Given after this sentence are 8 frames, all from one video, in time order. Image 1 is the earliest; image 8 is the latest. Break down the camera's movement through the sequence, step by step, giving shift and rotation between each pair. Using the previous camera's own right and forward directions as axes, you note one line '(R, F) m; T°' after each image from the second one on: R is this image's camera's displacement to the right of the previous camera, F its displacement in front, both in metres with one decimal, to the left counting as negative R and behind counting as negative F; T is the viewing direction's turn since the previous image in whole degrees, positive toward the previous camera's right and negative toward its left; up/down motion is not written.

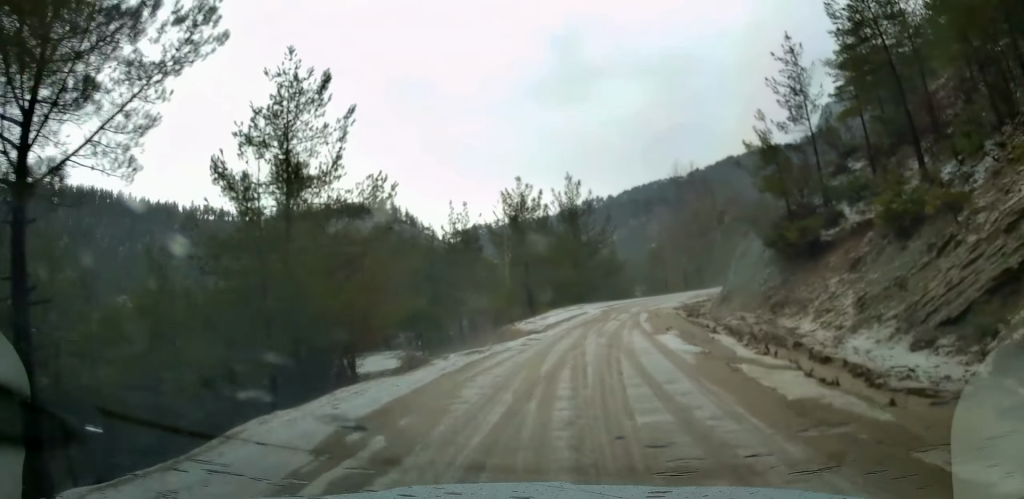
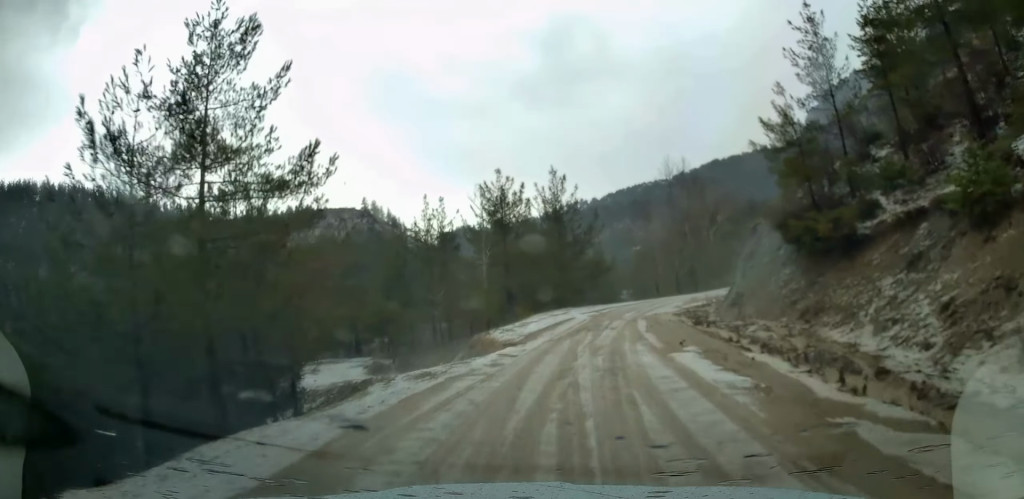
(+0.2, +4.4) m; +2°
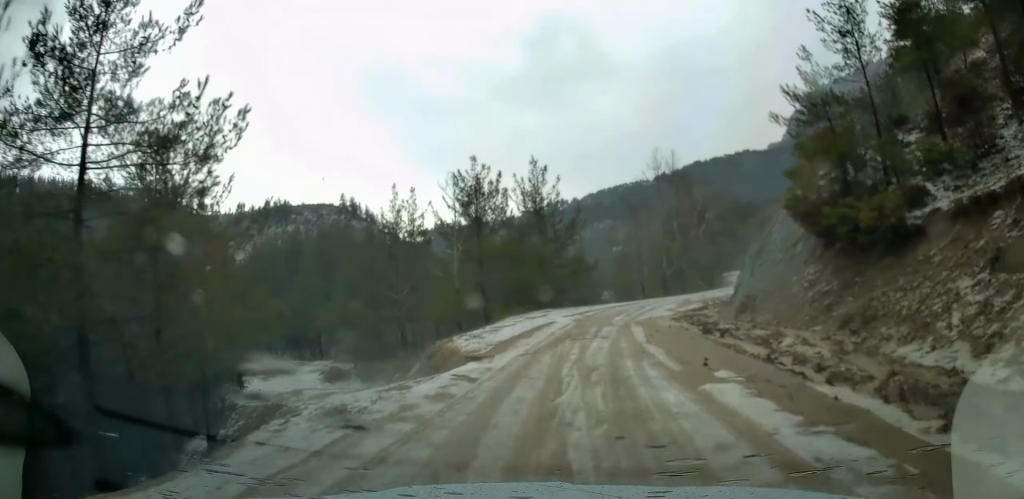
(0.0, +4.2) m; 0°
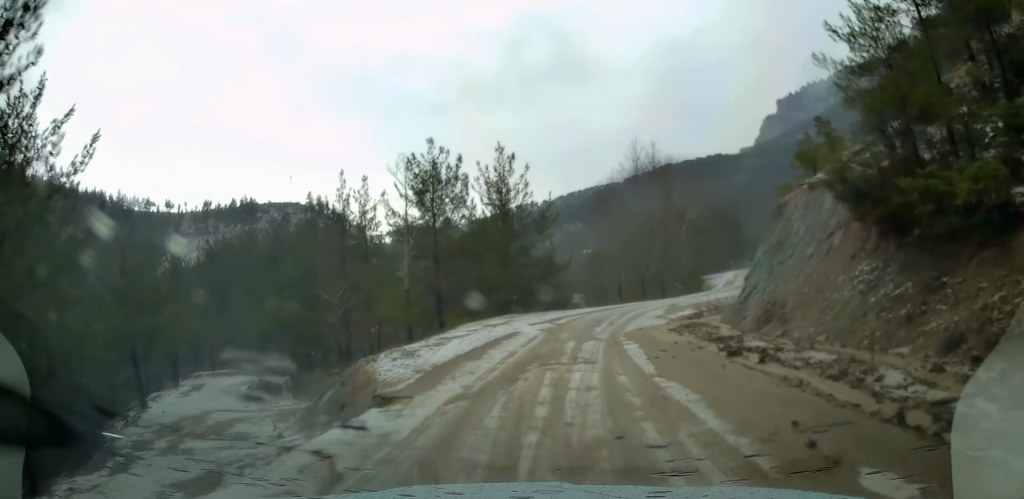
(0.0, +5.6) m; +1°
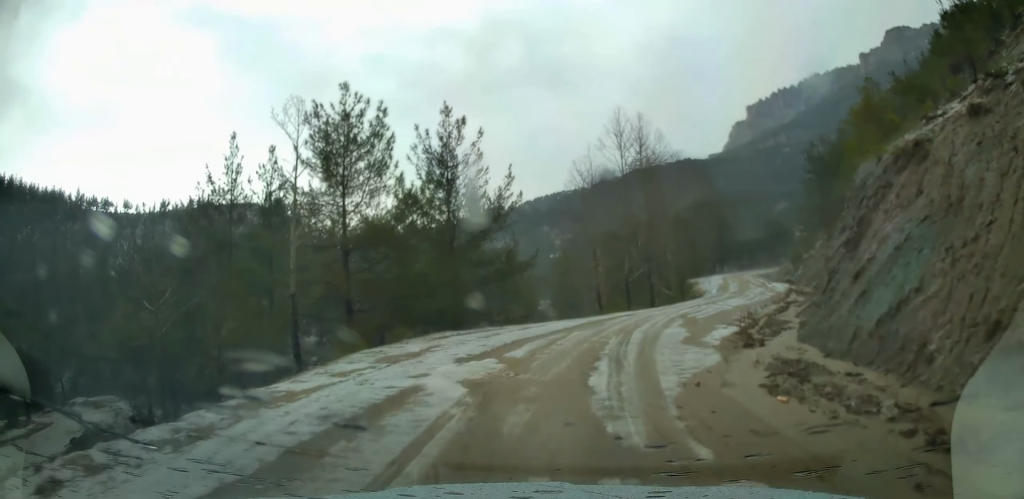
(+0.5, +11.3) m; +6°
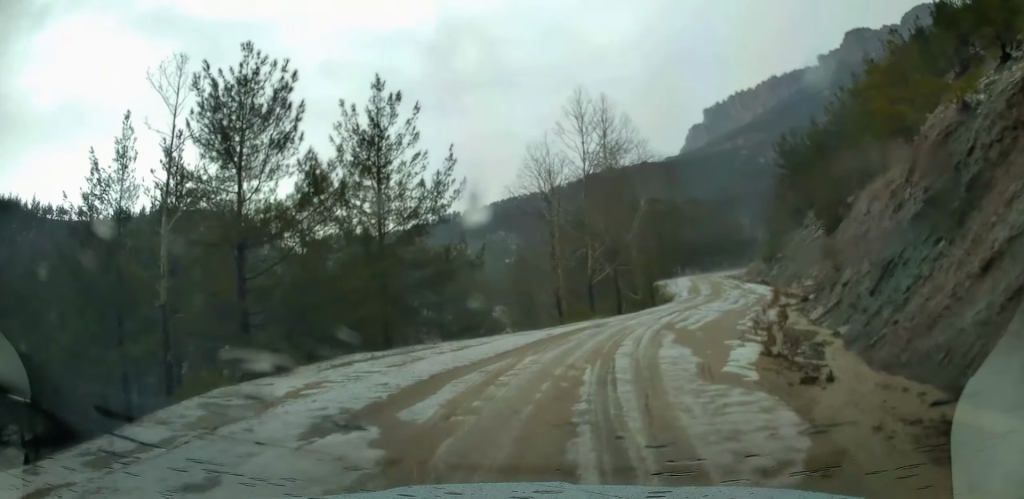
(+0.2, +5.9) m; +4°
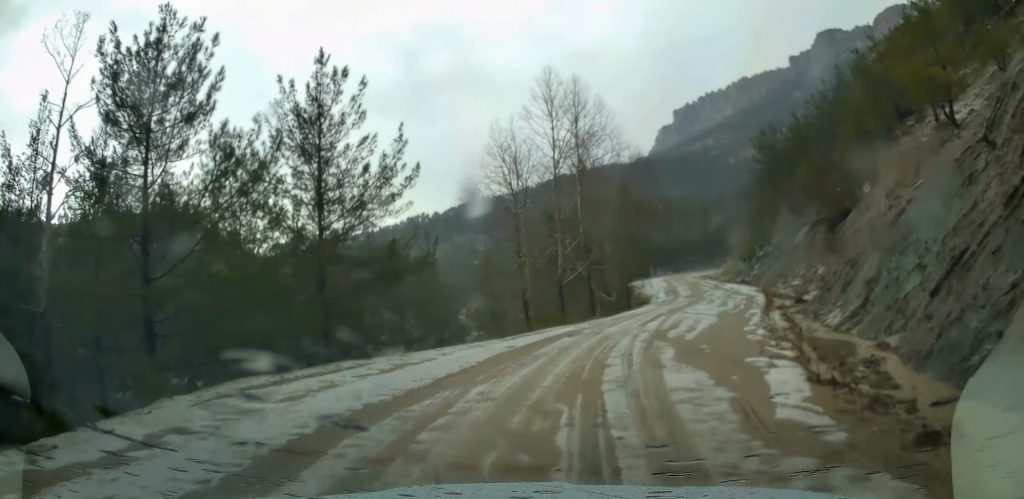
(+0.1, +3.9) m; +3°
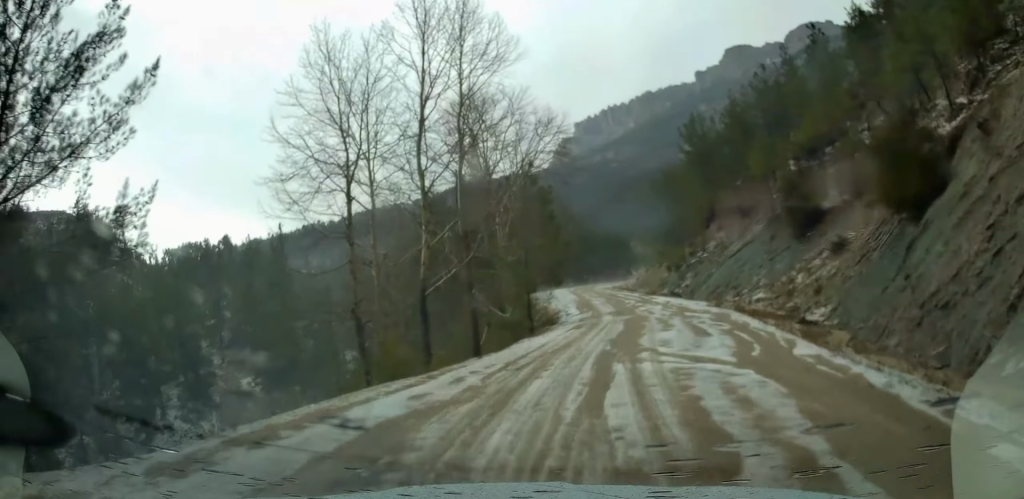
(+1.0, +13.0) m; +8°
